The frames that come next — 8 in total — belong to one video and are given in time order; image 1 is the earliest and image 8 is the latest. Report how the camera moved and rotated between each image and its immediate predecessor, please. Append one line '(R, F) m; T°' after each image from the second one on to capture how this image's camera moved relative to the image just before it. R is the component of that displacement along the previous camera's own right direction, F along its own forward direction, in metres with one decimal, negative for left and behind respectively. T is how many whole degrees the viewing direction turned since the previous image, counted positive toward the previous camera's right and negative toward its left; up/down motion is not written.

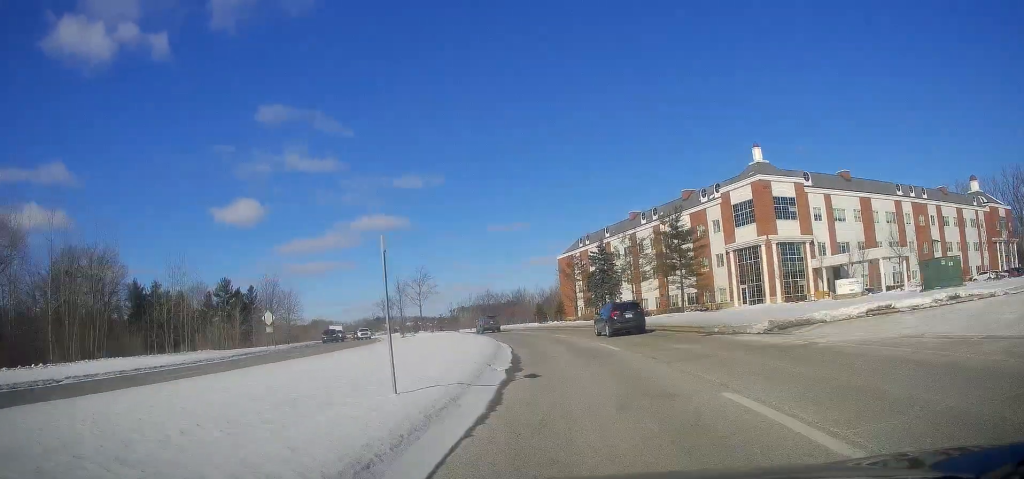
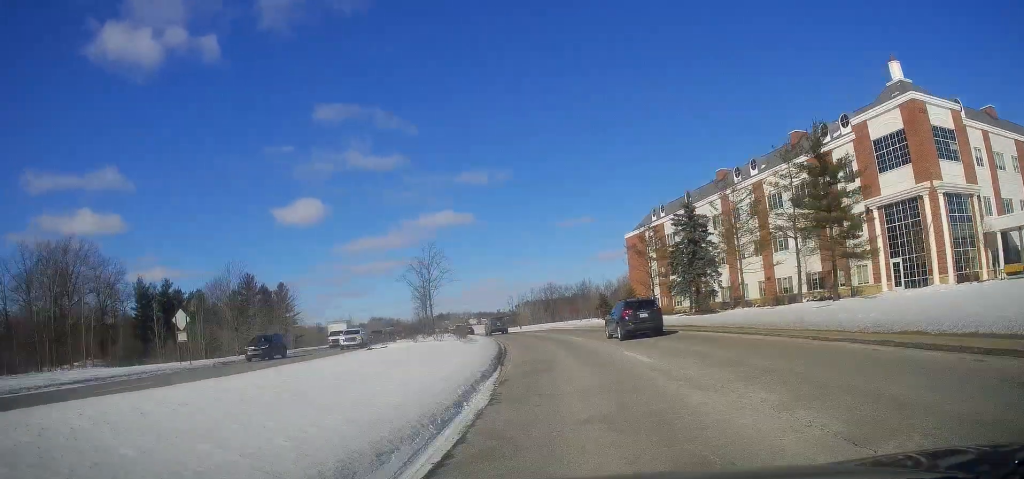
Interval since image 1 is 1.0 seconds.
(-0.4, +20.8) m; -6°
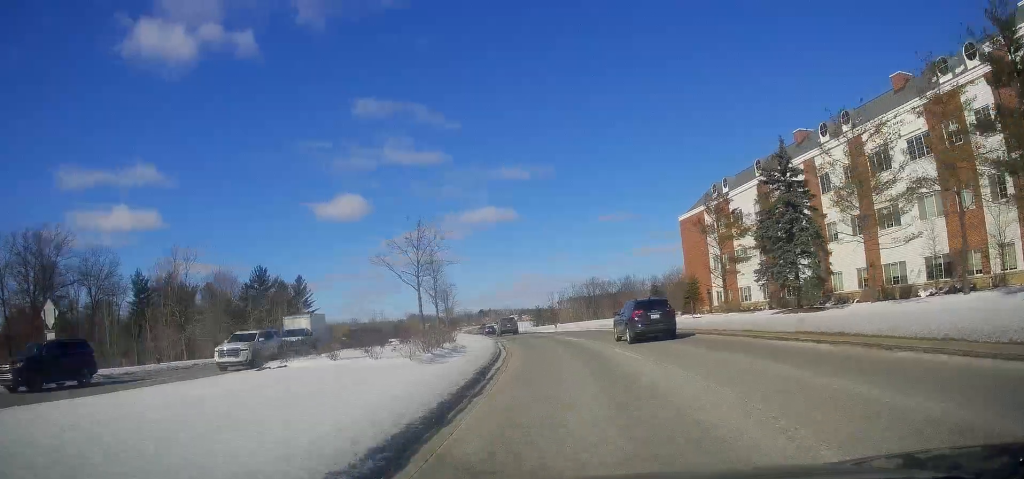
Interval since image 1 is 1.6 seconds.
(-1.0, +13.8) m; -5°
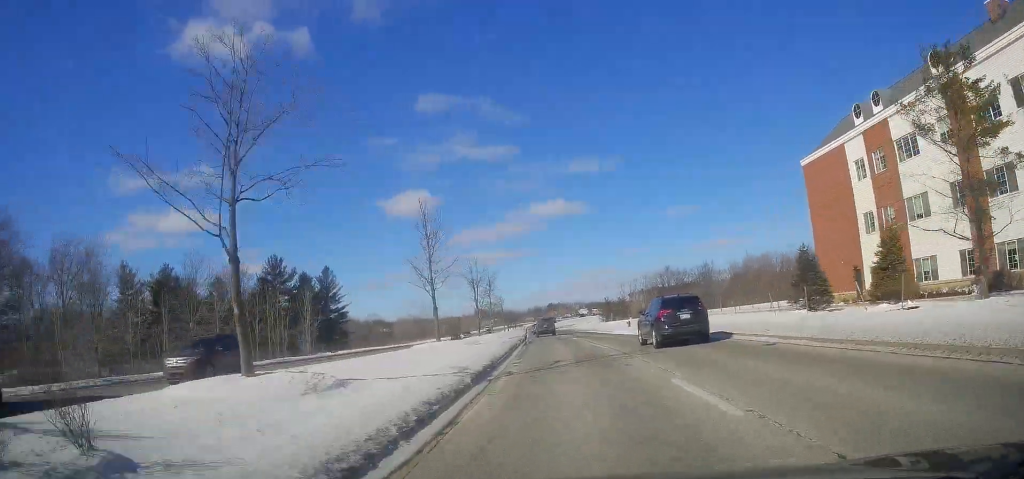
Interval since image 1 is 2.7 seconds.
(-1.6, +23.4) m; -7°
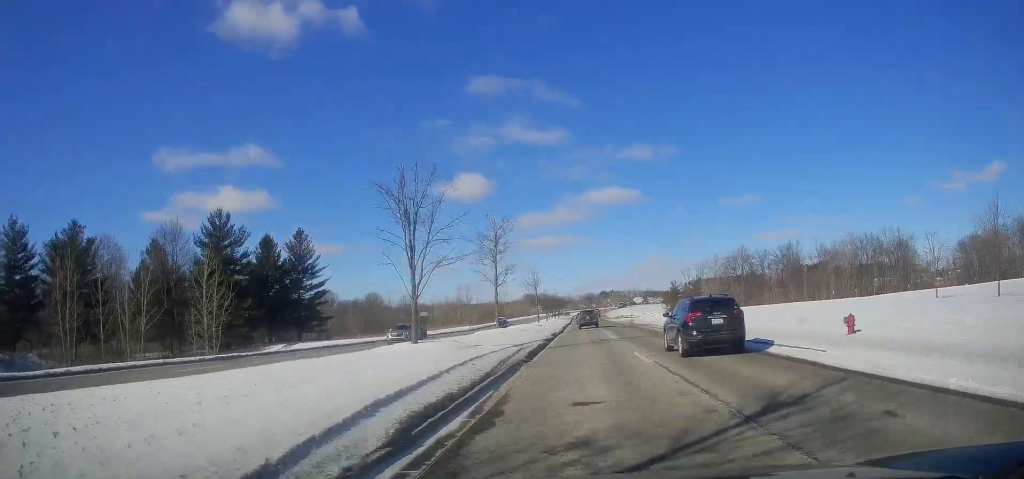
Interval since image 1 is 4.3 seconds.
(-2.4, +37.3) m; -6°
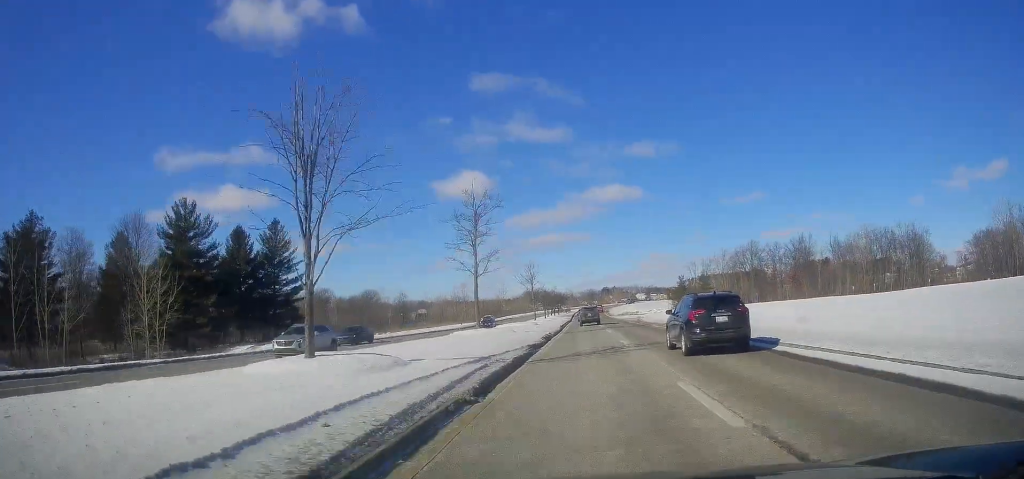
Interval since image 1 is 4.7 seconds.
(-0.1, +9.2) m; 0°
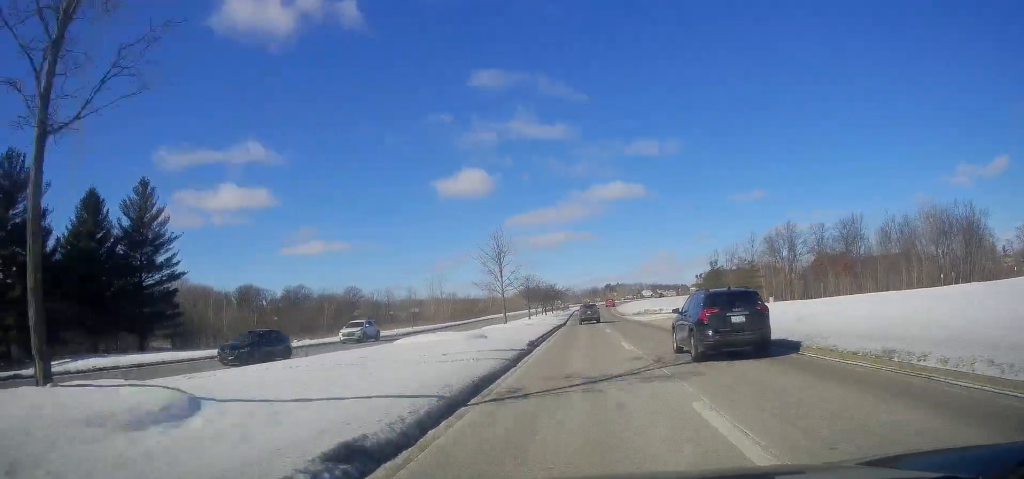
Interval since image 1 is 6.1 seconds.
(-0.3, +31.8) m; -3°
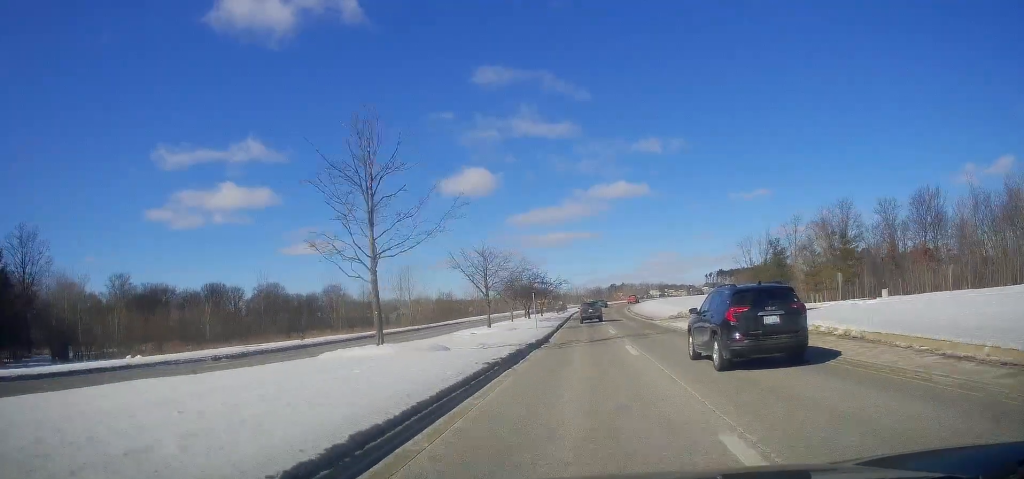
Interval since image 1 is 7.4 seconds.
(-0.5, +31.9) m; 0°
